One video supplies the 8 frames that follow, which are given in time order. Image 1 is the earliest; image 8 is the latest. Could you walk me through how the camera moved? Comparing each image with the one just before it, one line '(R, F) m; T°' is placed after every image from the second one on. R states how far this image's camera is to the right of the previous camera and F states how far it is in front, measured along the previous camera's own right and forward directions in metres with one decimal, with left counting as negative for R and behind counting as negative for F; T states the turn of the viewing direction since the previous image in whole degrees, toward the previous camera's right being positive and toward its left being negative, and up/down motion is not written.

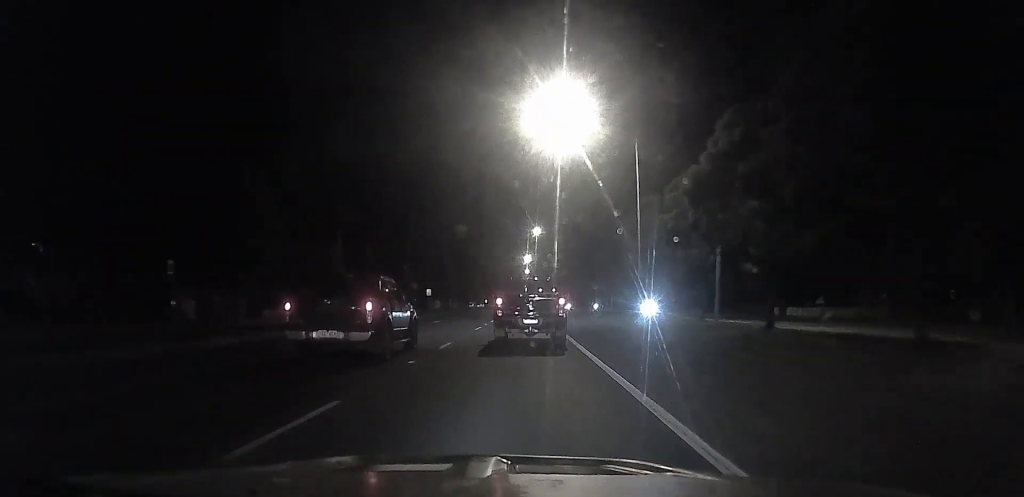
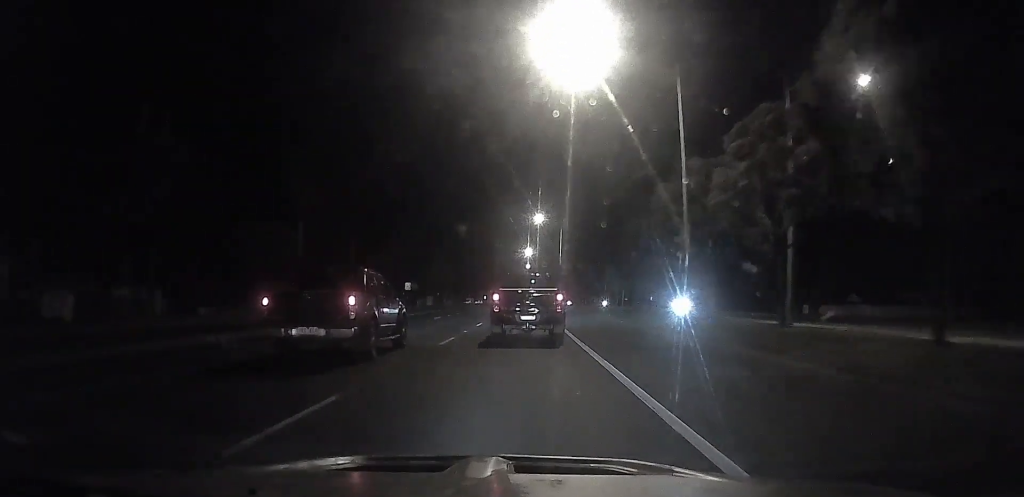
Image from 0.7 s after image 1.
(0.0, +11.7) m; 0°
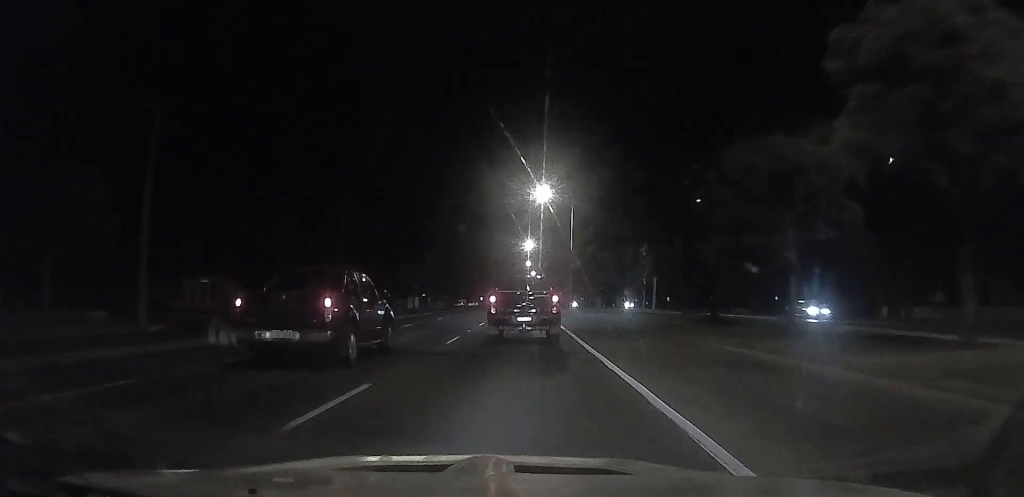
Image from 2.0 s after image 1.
(-0.1, +22.4) m; 0°
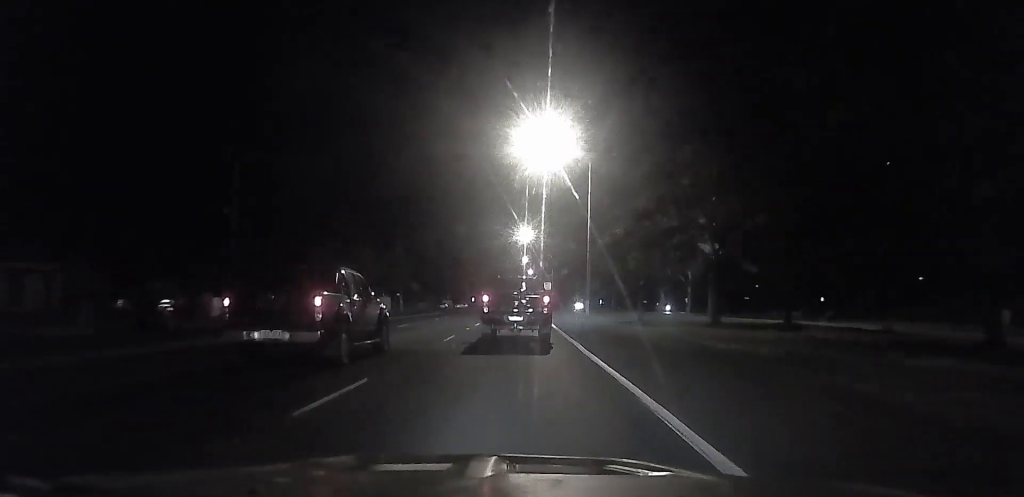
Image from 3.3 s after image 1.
(+0.1, +22.8) m; -1°
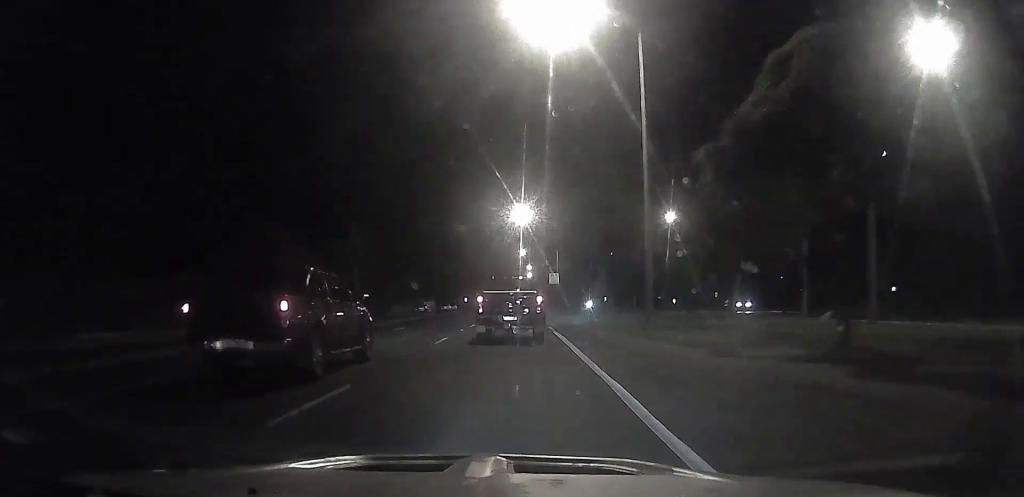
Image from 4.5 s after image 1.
(-0.4, +23.7) m; 0°
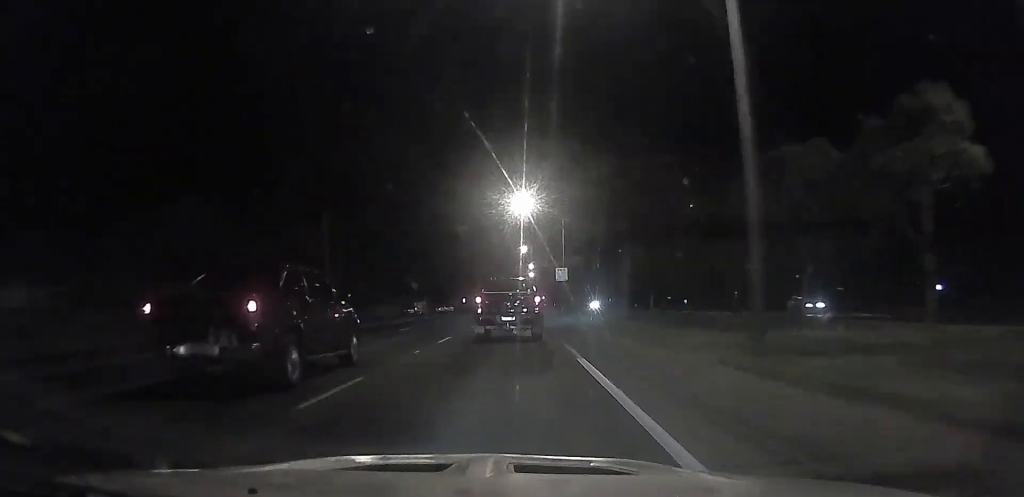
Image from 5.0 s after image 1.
(0.0, +10.5) m; +1°
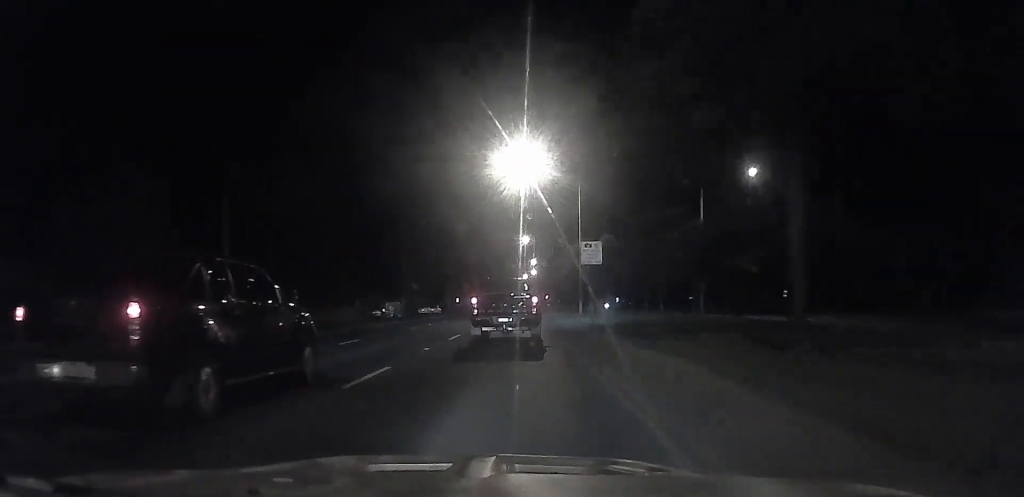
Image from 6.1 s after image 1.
(+0.3, +20.8) m; +1°
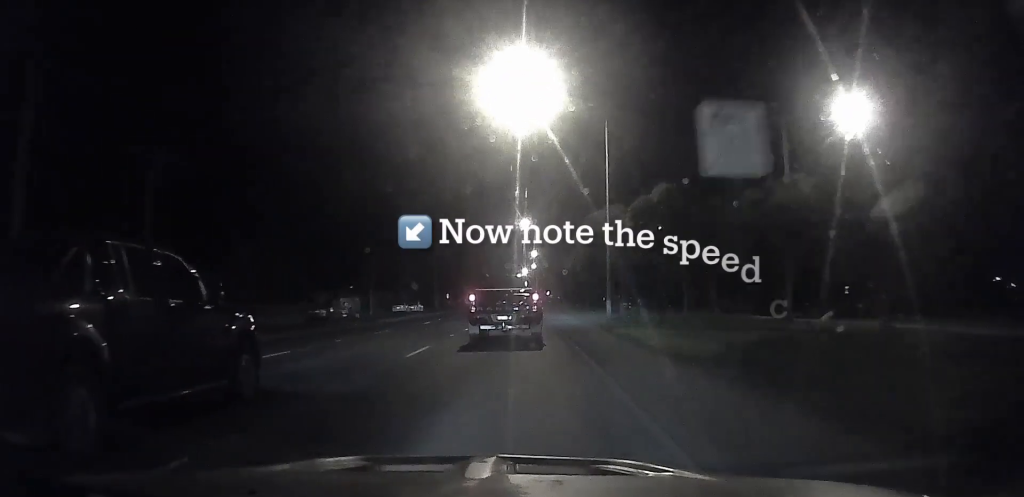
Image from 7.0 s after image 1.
(+0.1, +18.6) m; 0°
